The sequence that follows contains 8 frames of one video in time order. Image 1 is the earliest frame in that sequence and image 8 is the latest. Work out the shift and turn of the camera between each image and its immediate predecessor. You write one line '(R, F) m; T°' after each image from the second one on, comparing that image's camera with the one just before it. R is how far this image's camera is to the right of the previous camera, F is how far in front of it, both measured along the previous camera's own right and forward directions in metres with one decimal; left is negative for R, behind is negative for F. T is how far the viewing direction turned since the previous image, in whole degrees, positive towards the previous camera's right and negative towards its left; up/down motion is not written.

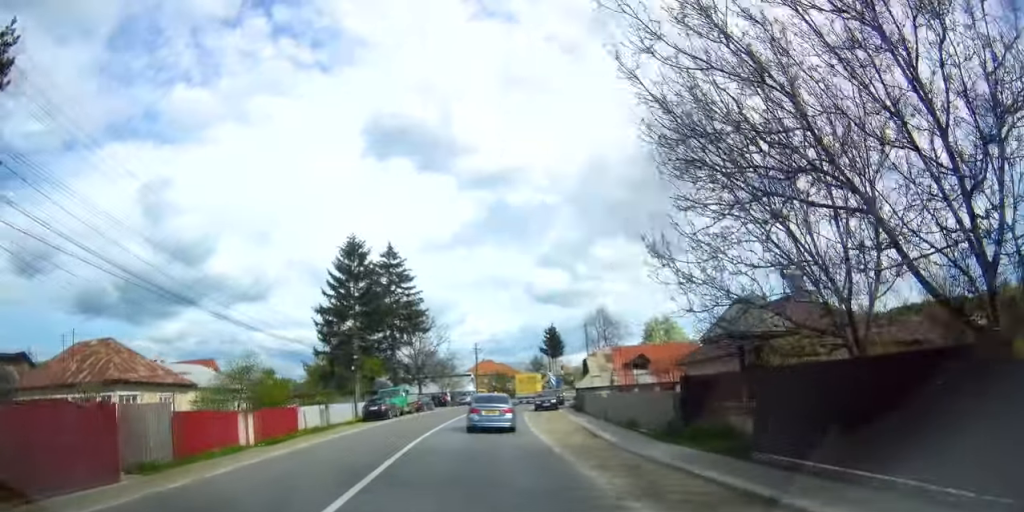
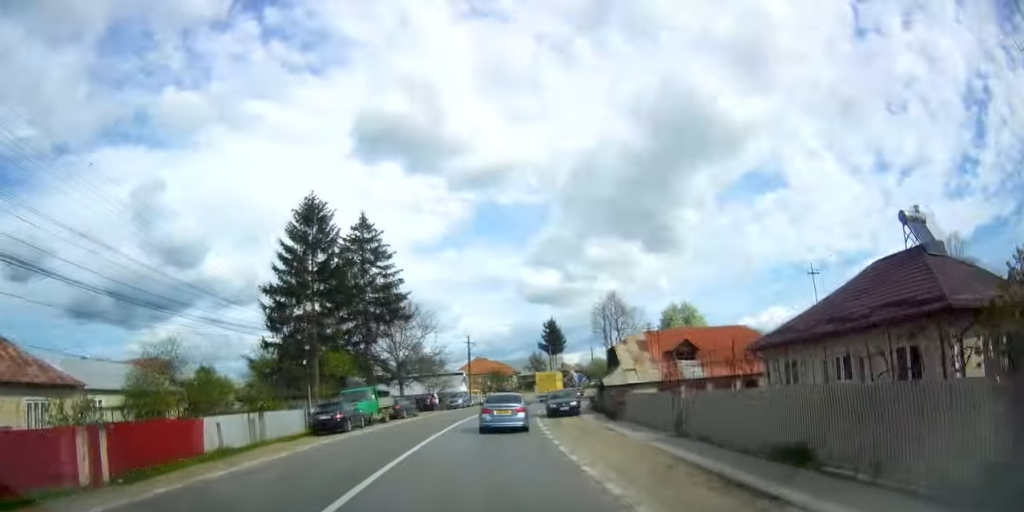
(+0.2, +10.8) m; 0°
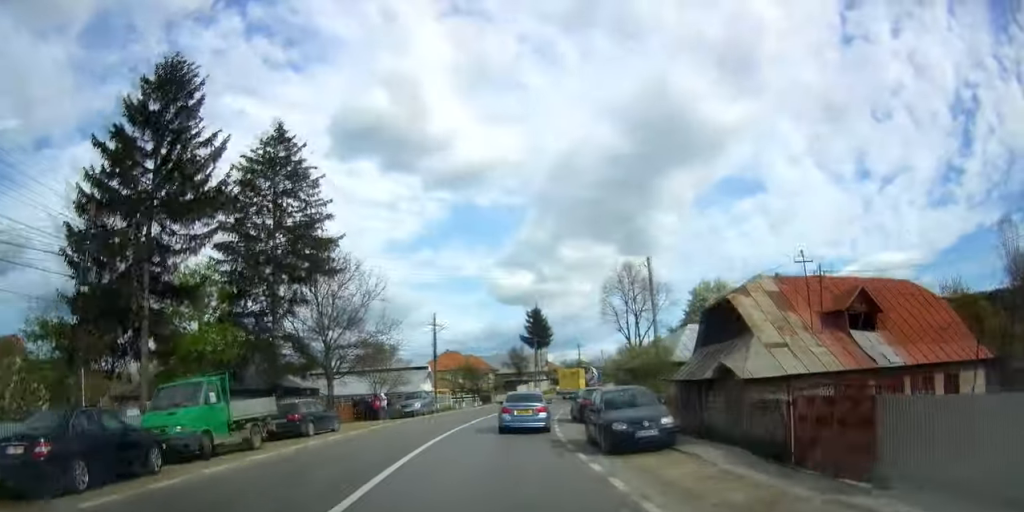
(-0.3, +17.7) m; 0°
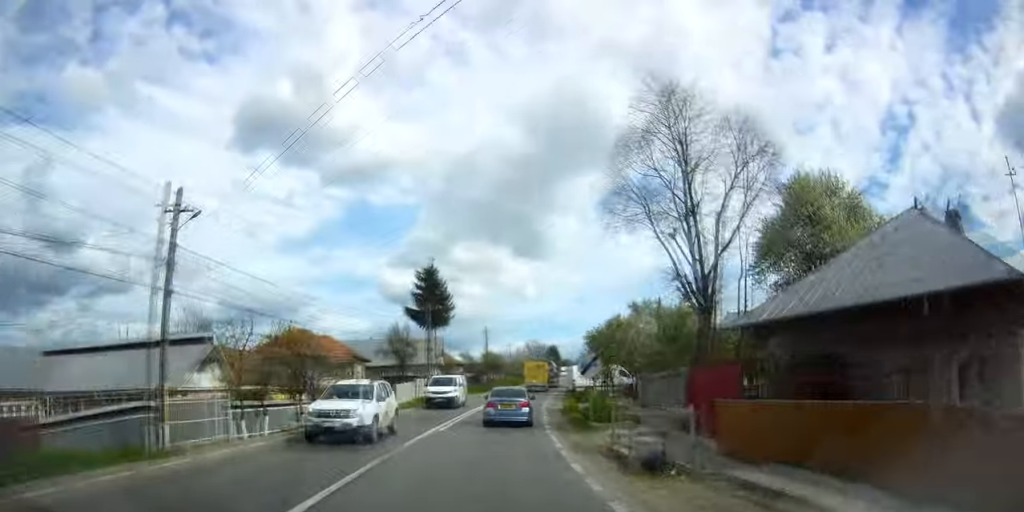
(+2.1, +32.4) m; +8°
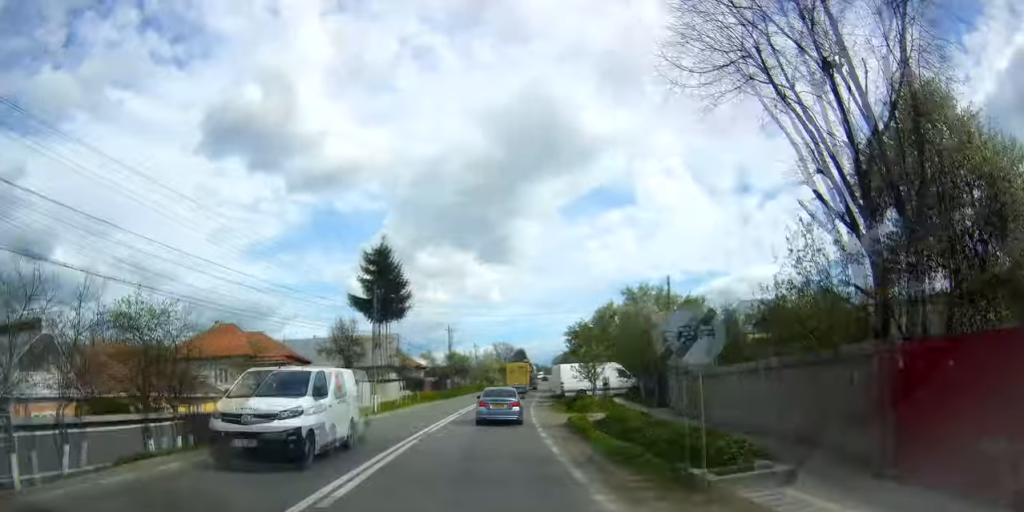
(-0.1, +11.1) m; +4°
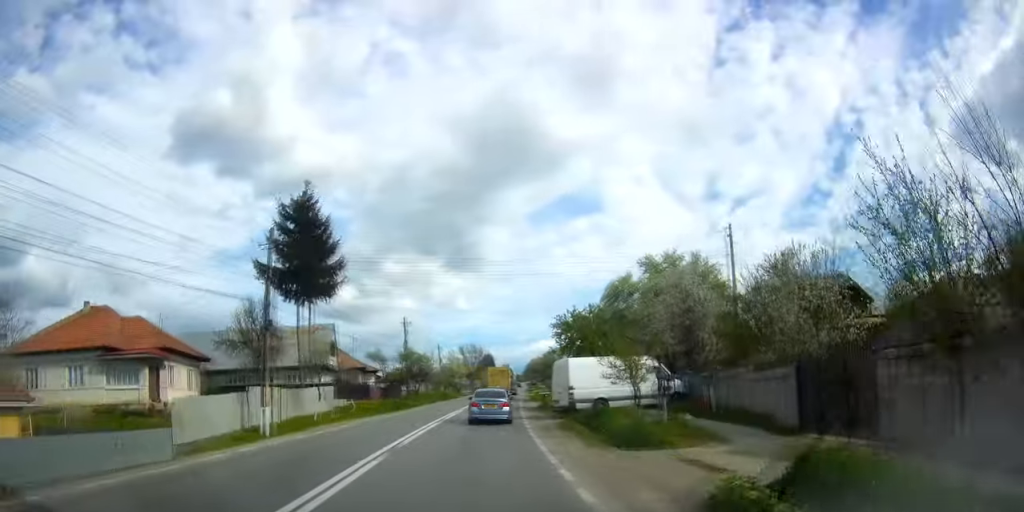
(+1.0, +15.2) m; +5°
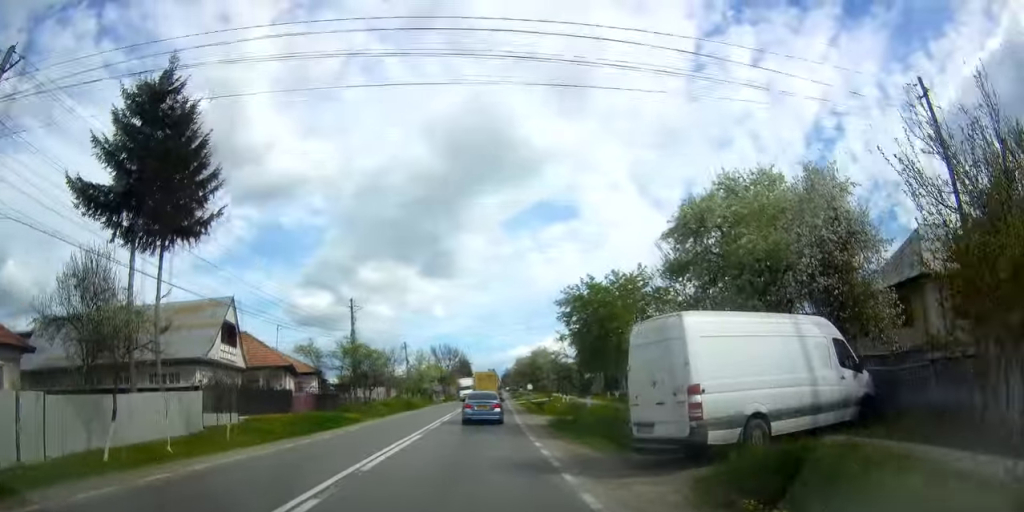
(+0.6, +16.2) m; +4°
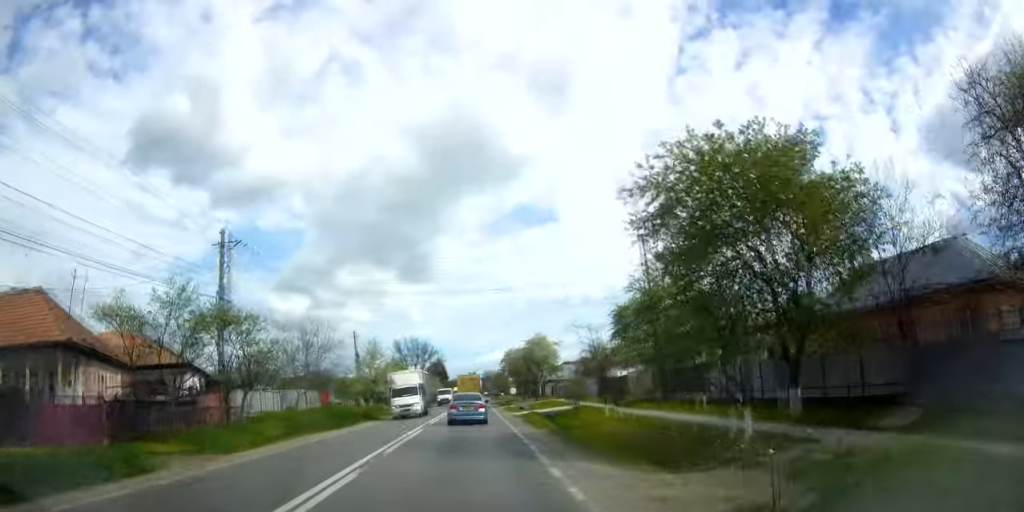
(+0.7, +20.9) m; +4°
